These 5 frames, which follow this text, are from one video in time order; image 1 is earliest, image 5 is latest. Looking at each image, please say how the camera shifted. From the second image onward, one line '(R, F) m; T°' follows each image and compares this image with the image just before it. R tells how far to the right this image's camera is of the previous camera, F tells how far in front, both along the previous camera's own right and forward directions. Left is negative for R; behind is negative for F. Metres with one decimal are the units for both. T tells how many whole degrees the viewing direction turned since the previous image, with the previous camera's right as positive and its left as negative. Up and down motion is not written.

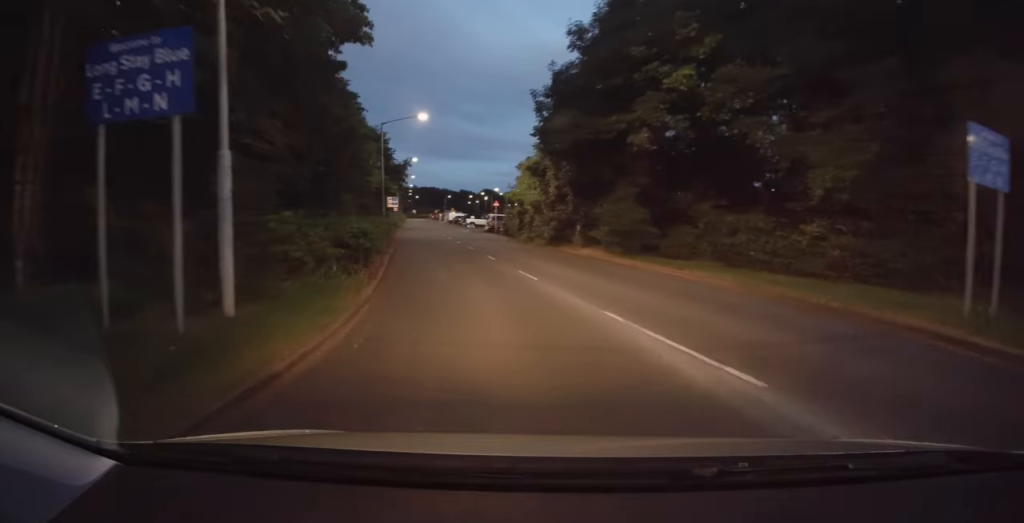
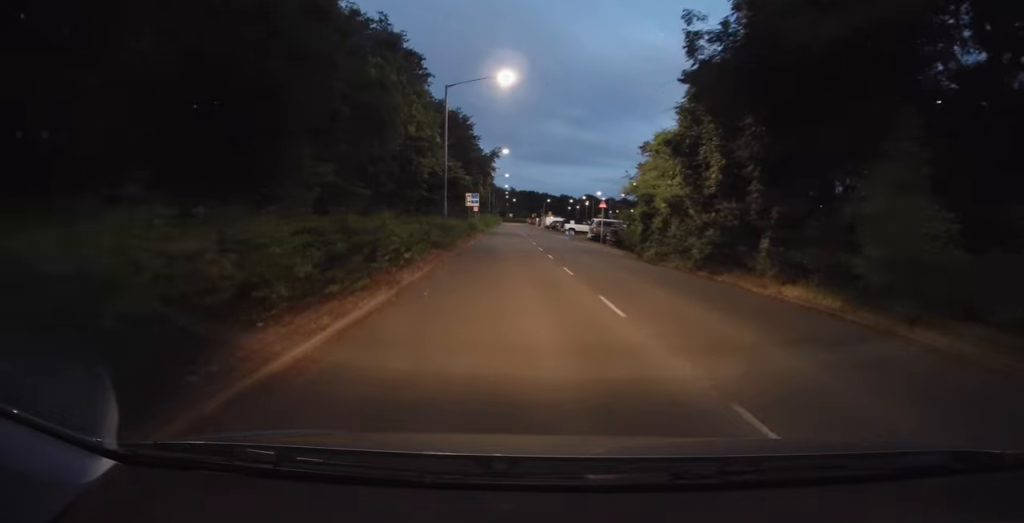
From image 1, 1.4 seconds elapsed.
(-1.2, +10.8) m; -9°
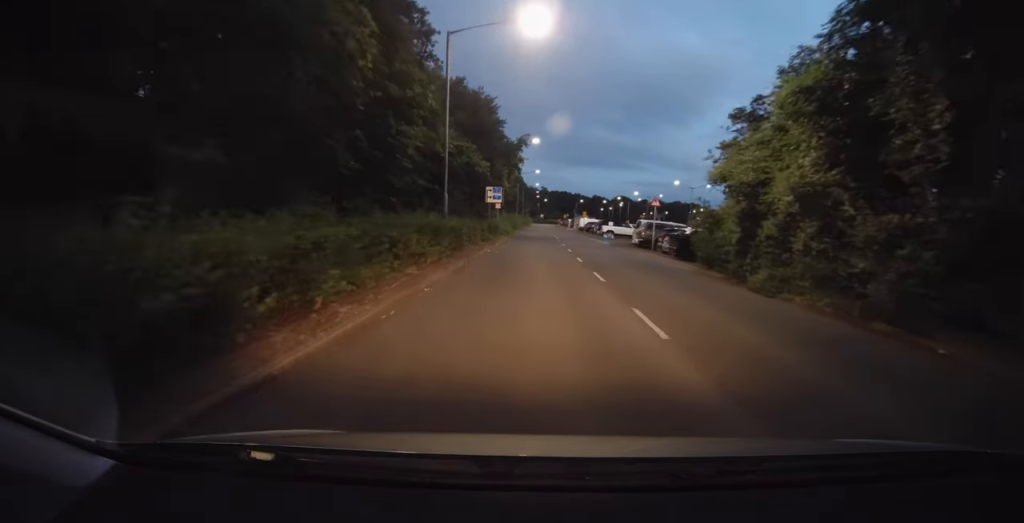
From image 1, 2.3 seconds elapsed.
(0.0, +7.7) m; -3°
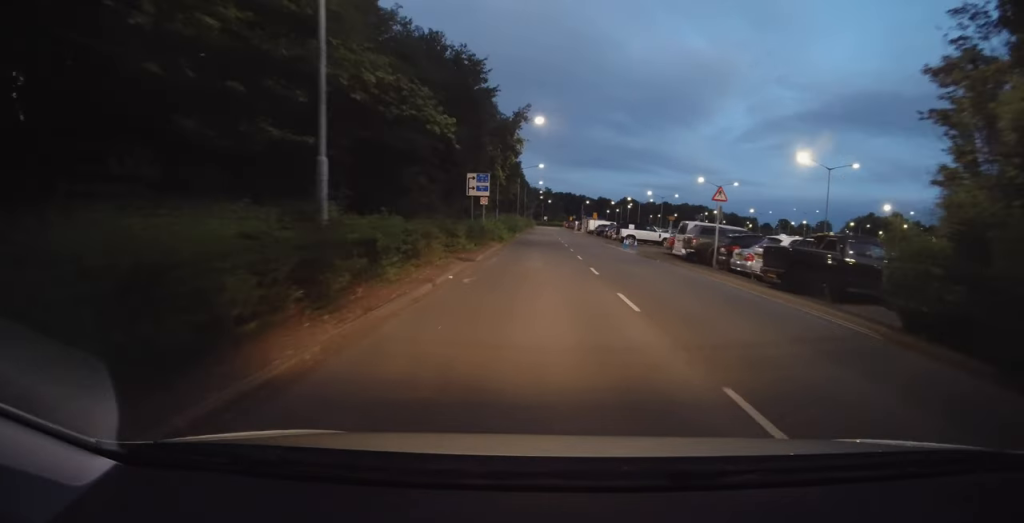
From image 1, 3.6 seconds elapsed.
(-0.6, +10.5) m; -2°
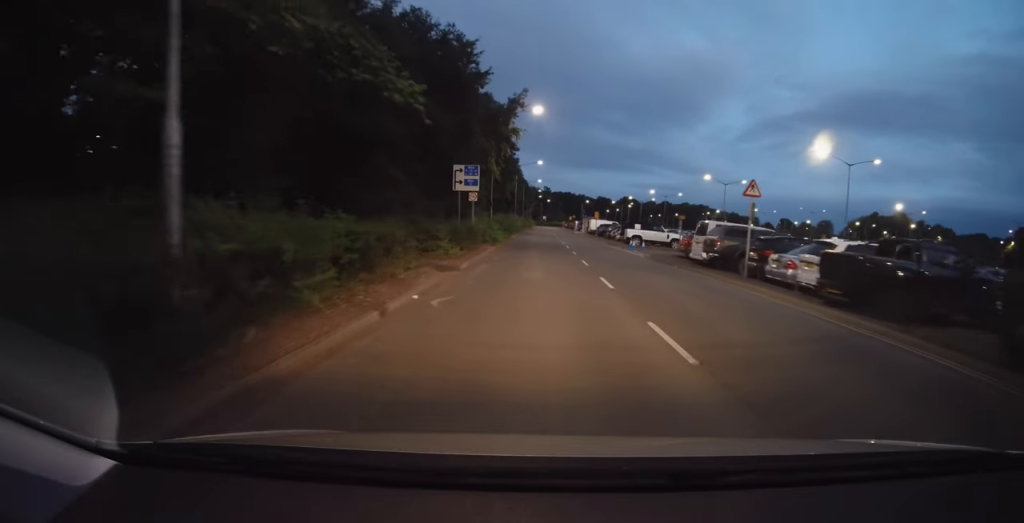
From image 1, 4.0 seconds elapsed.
(+0.1, +3.3) m; 0°
